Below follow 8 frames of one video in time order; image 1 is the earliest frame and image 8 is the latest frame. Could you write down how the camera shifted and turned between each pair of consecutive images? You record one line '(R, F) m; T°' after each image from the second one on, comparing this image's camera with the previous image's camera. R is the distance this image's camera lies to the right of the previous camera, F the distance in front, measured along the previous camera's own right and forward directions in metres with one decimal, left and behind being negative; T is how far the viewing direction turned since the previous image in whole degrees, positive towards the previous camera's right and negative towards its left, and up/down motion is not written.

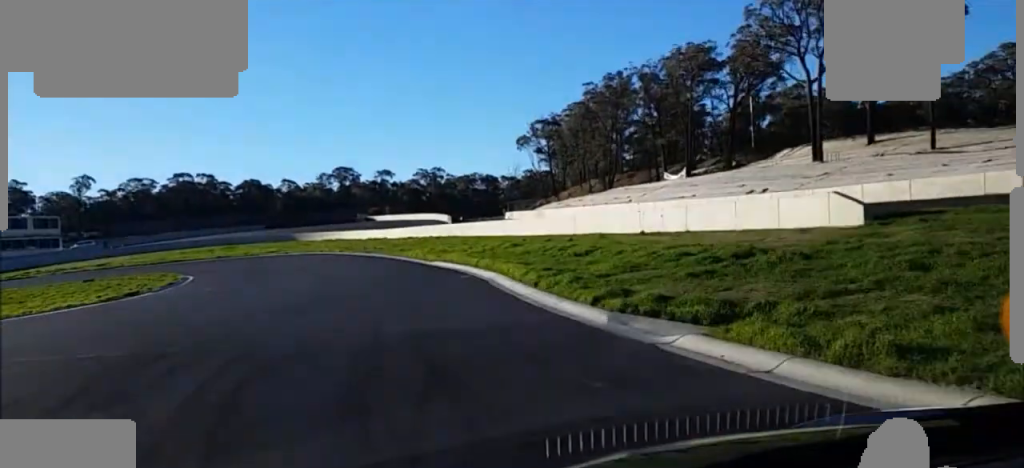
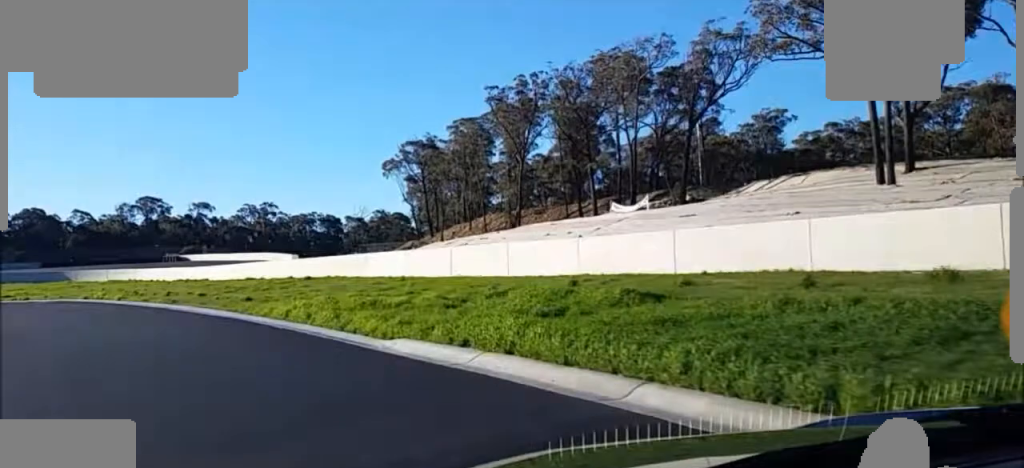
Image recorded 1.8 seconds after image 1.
(+8.0, +26.9) m; +18°
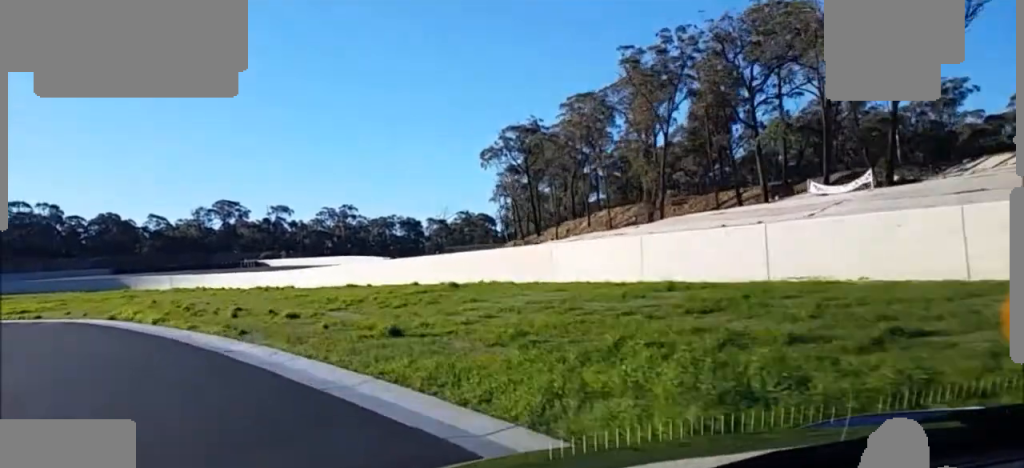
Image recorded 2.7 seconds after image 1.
(-0.5, +14.3) m; -9°
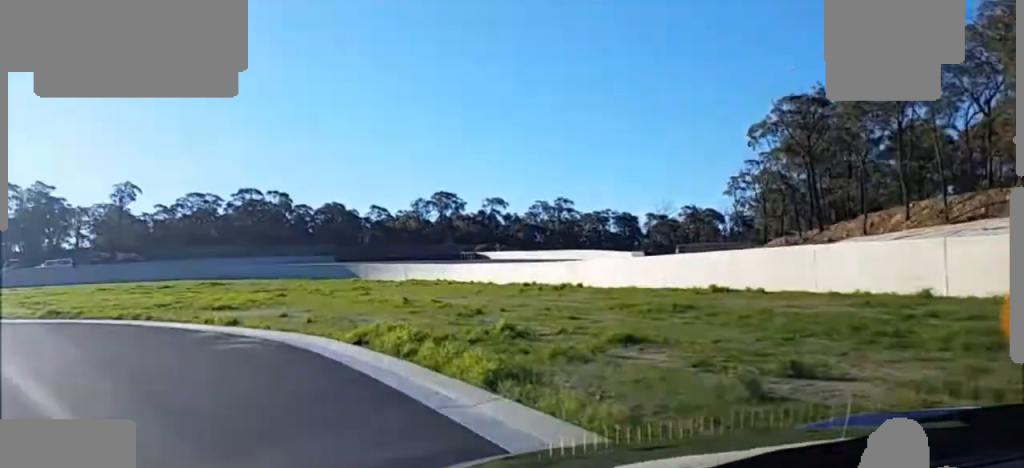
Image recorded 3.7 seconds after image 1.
(-1.7, +14.1) m; -14°
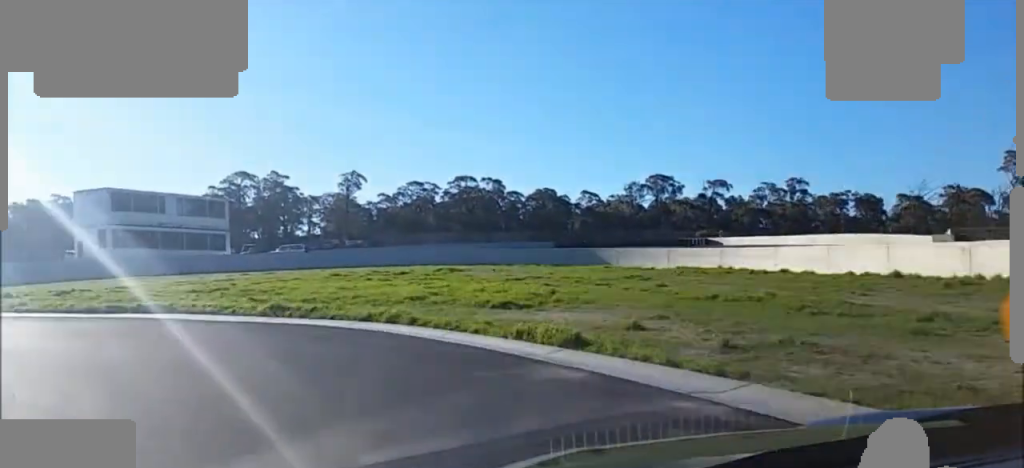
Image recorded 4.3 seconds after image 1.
(-1.1, +9.3) m; -10°
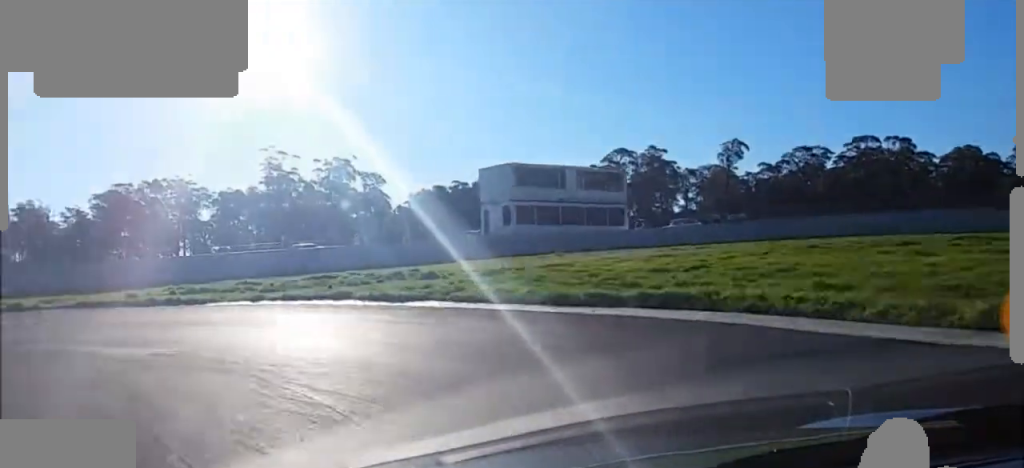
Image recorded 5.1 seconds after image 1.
(-1.2, +11.5) m; -21°
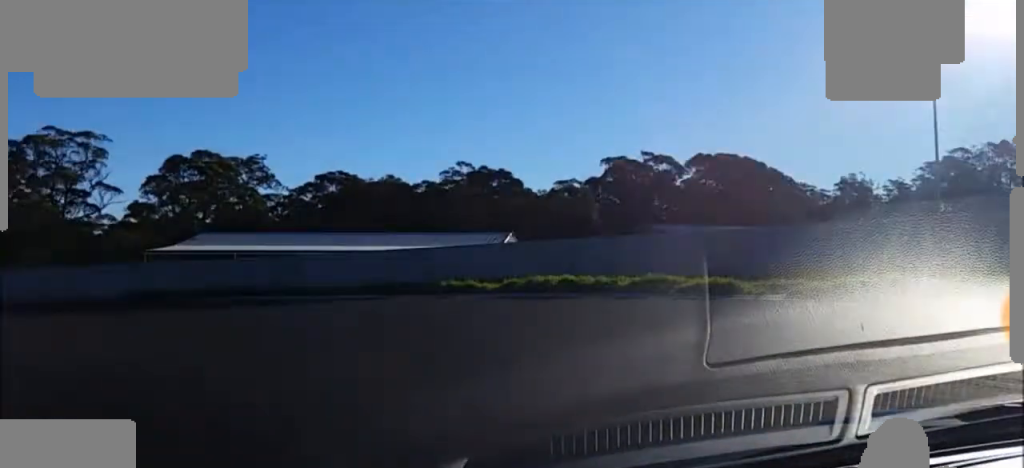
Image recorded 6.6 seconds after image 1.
(-10.0, +16.5) m; -64°
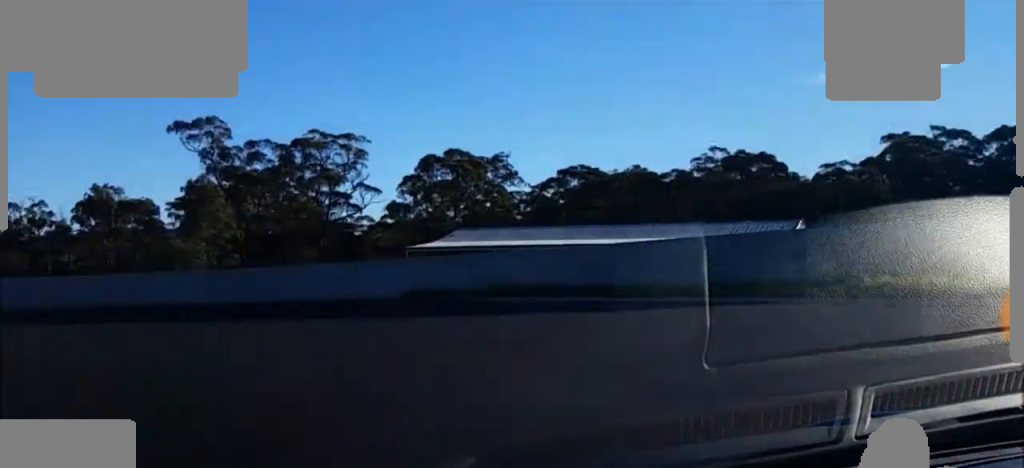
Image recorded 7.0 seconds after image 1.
(-1.2, +6.8) m; -15°
